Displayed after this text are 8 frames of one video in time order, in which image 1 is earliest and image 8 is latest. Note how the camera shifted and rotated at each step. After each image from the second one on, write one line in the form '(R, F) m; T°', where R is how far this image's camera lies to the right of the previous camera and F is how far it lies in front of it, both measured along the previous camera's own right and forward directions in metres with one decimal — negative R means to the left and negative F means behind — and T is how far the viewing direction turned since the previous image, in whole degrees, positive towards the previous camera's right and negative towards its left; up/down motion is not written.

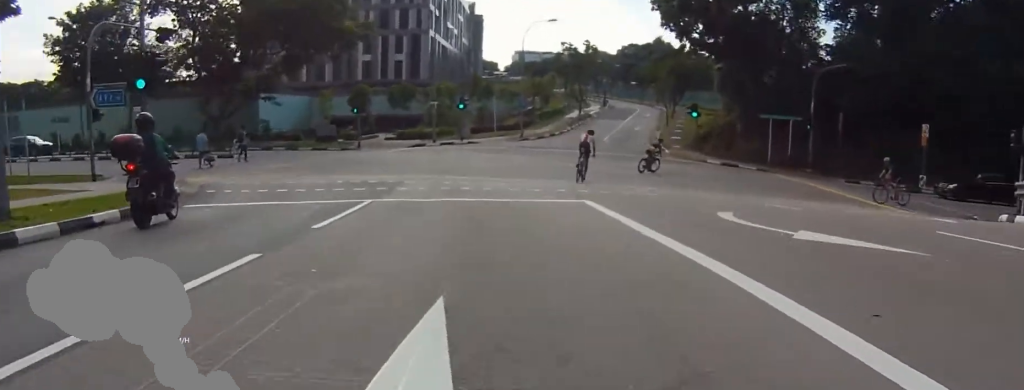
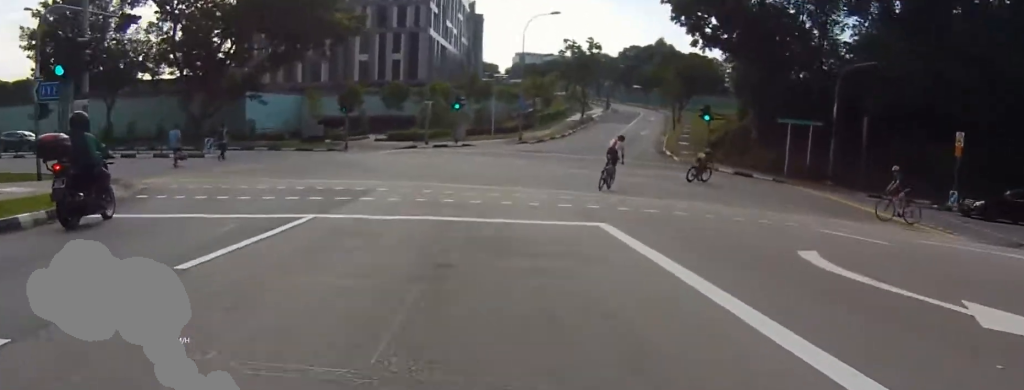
(+0.2, +3.8) m; -2°
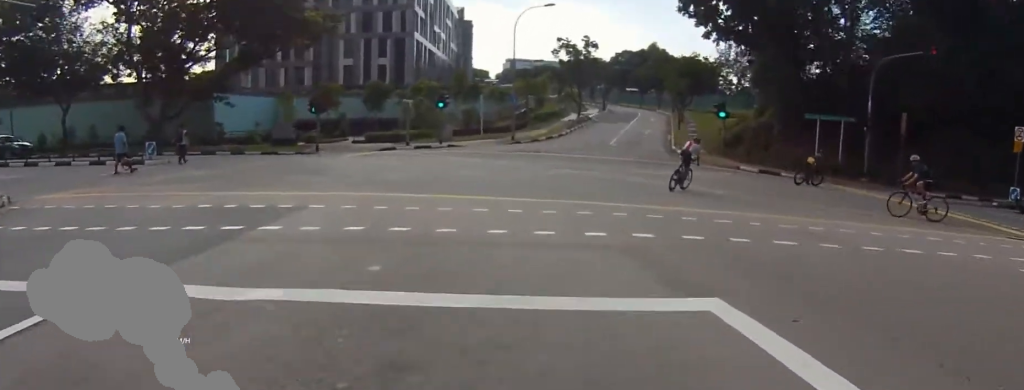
(-0.5, +6.6) m; -5°
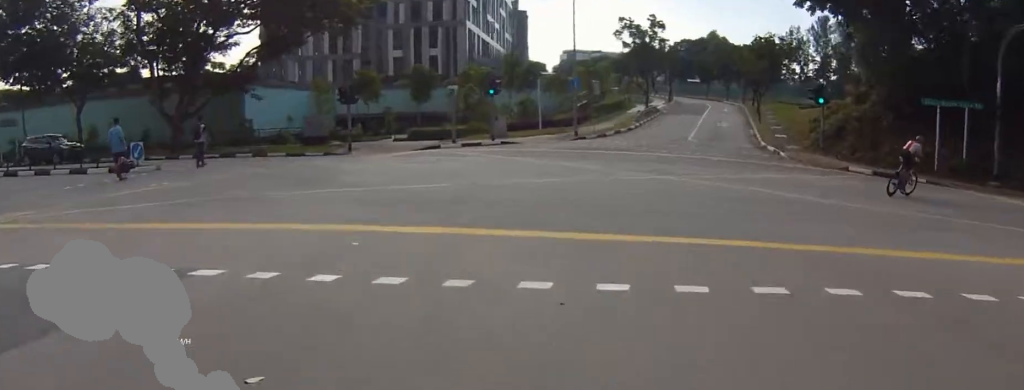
(-0.4, +7.8) m; -1°
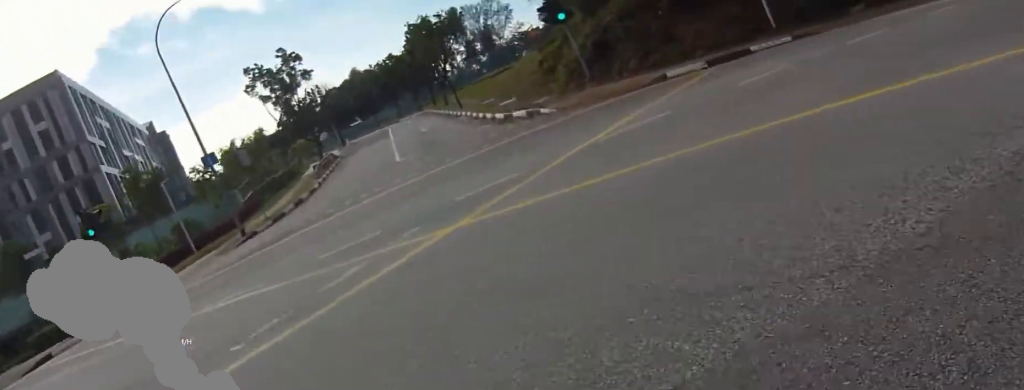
(+1.5, +15.2) m; +9°
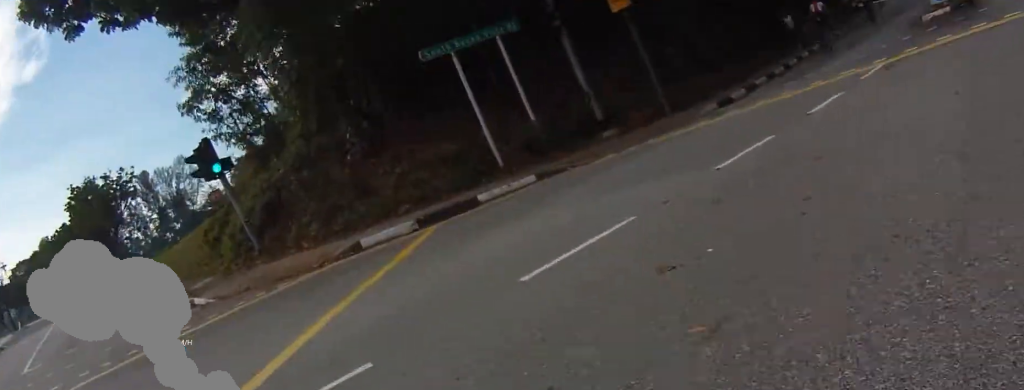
(+0.2, +5.8) m; -7°
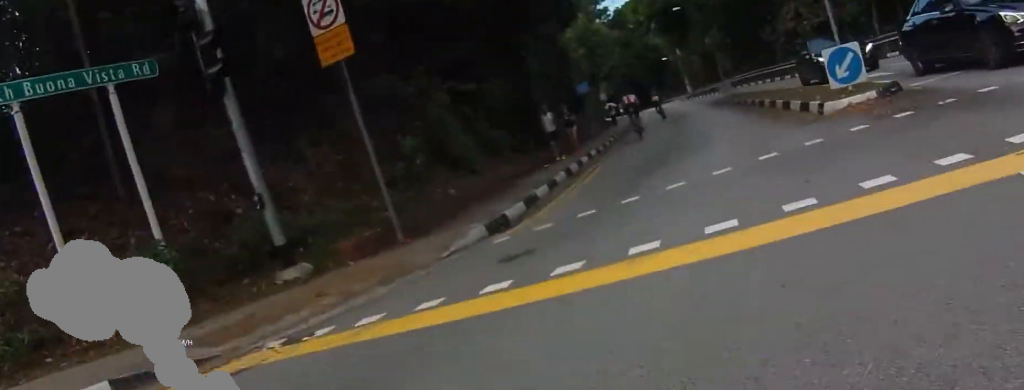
(-1.0, +6.7) m; 0°
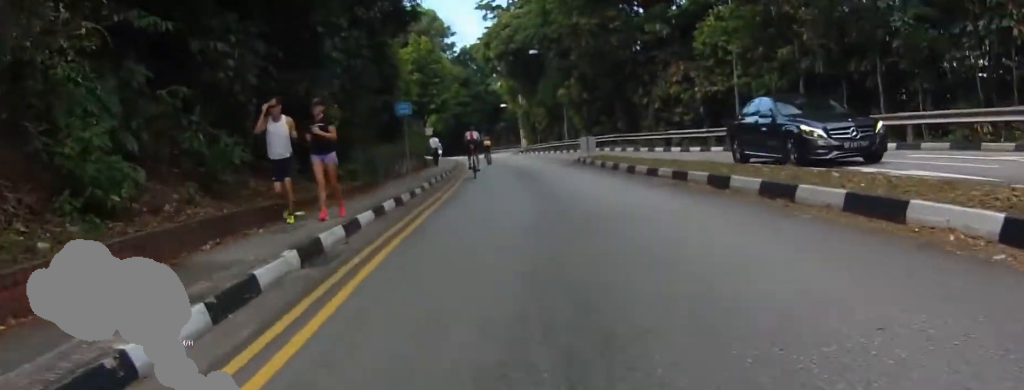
(+1.0, +8.4) m; +8°
